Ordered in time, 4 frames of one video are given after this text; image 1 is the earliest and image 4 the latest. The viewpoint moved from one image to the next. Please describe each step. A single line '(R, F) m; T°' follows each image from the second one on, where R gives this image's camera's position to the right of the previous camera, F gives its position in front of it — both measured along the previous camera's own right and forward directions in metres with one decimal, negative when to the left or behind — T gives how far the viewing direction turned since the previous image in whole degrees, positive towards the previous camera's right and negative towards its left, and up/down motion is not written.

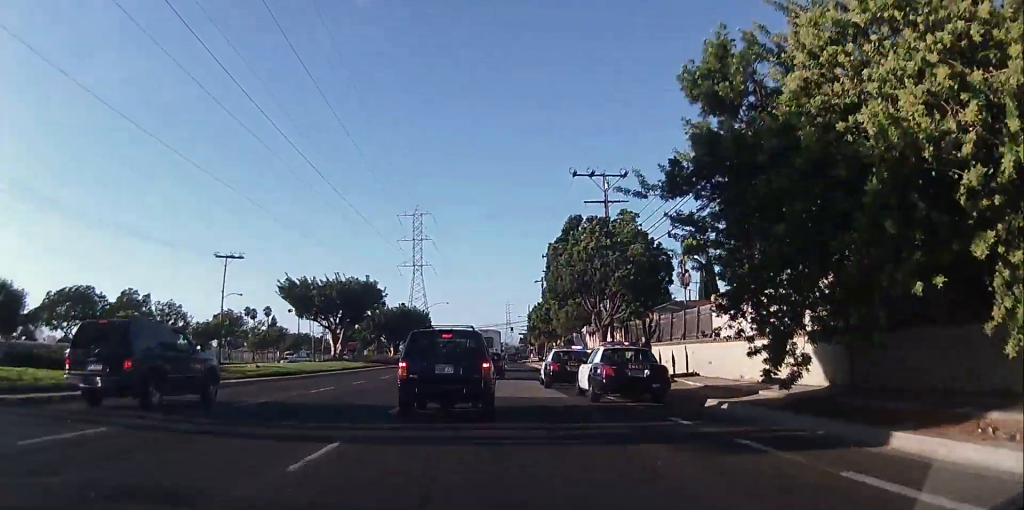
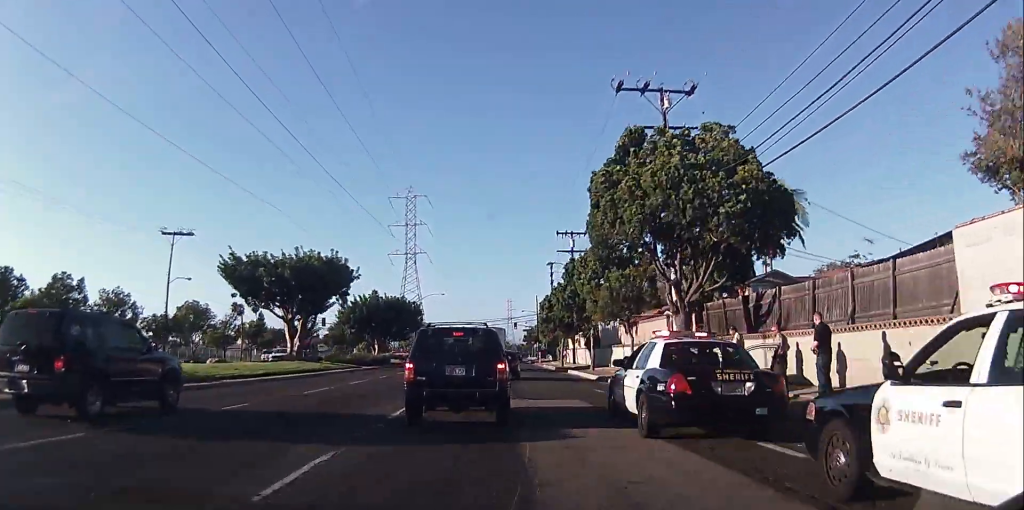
(-0.1, +15.3) m; 0°
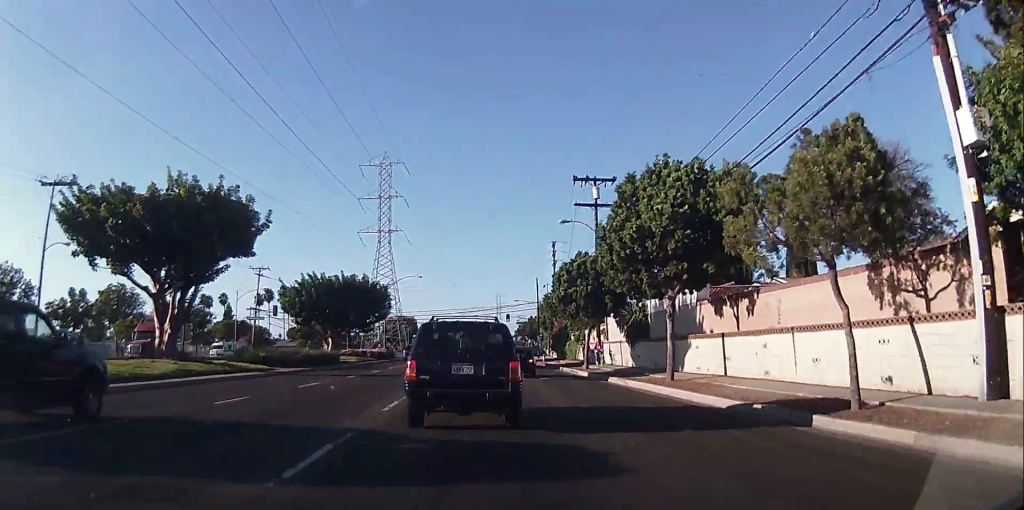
(0.0, +20.4) m; 0°
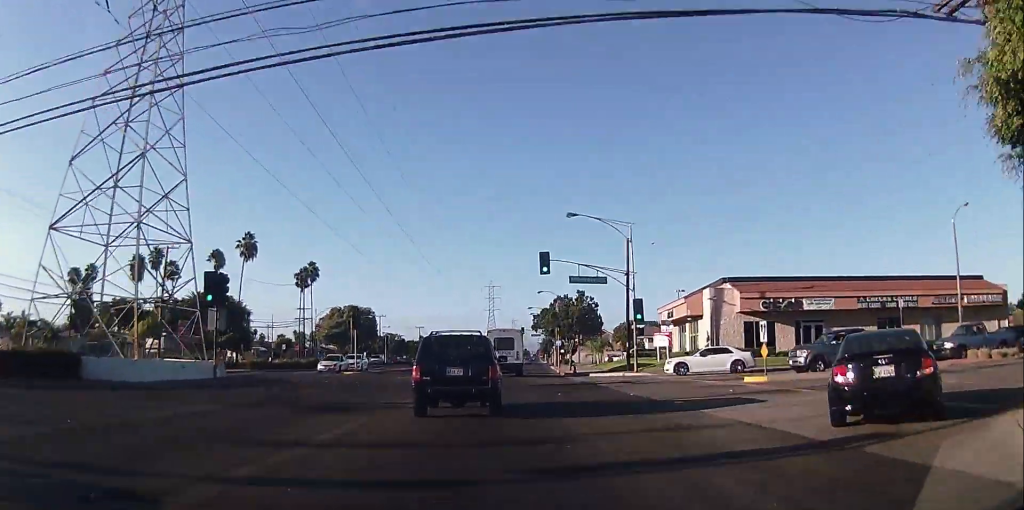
(+1.2, +78.2) m; +2°
